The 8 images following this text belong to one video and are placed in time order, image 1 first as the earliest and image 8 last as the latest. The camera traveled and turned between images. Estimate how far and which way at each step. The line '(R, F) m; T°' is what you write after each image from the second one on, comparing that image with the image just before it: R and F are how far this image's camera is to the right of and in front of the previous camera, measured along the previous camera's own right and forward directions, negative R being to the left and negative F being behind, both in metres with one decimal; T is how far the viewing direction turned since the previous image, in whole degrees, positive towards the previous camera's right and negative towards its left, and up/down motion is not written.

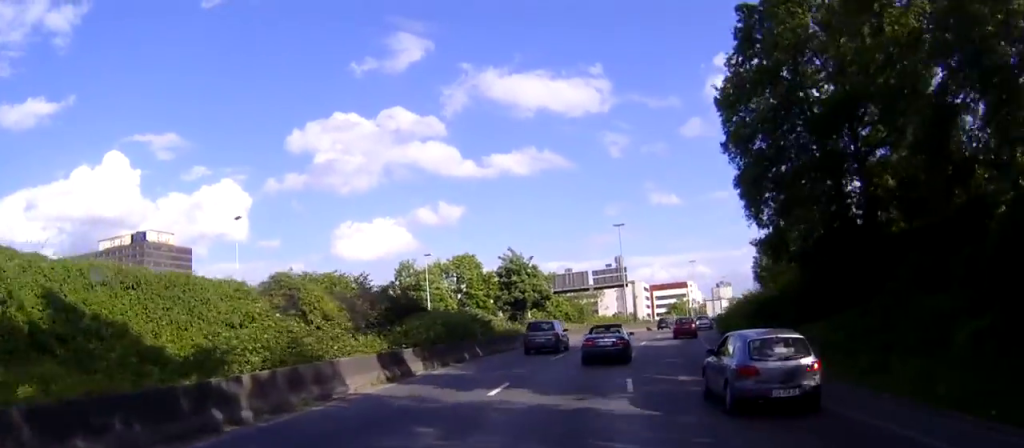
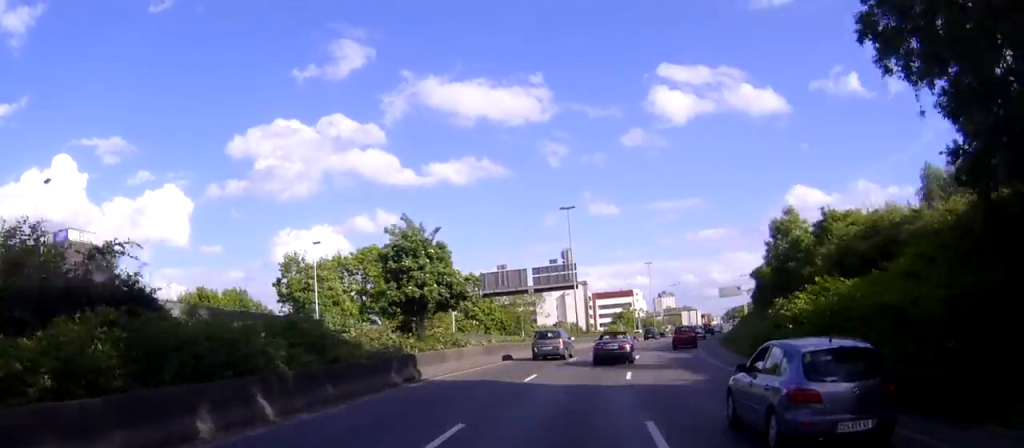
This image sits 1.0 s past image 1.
(+0.7, +20.2) m; +4°
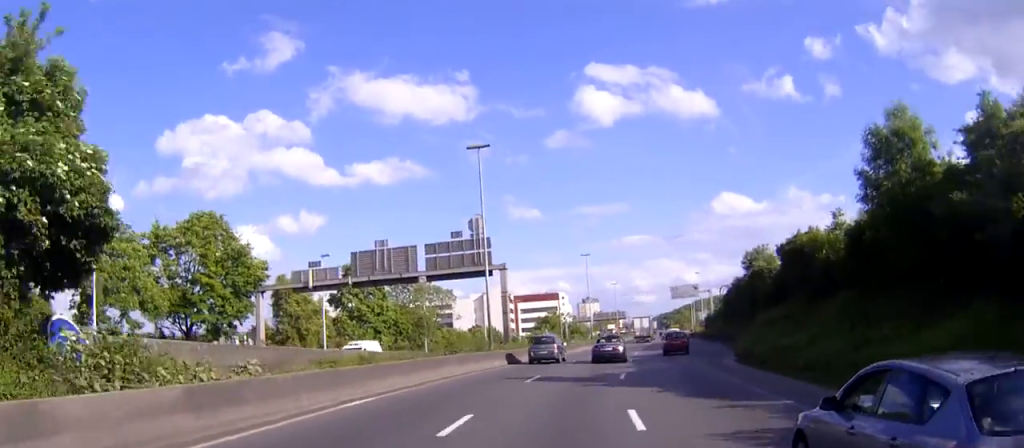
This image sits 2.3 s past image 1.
(+1.2, +24.0) m; +7°
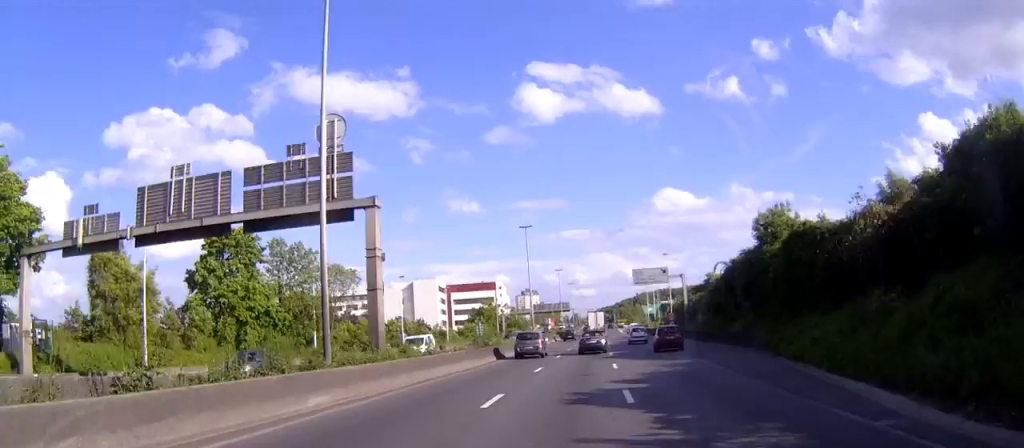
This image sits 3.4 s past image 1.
(+1.2, +22.5) m; +6°
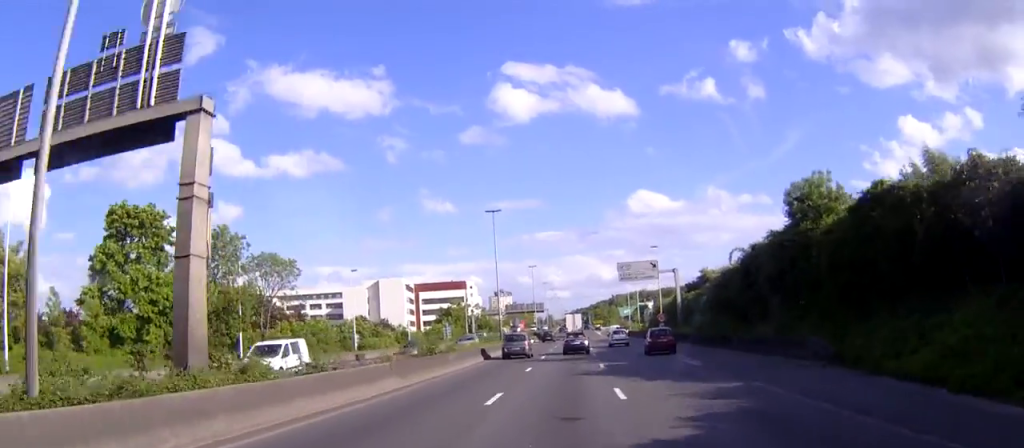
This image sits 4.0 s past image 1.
(+0.3, +12.1) m; +2°
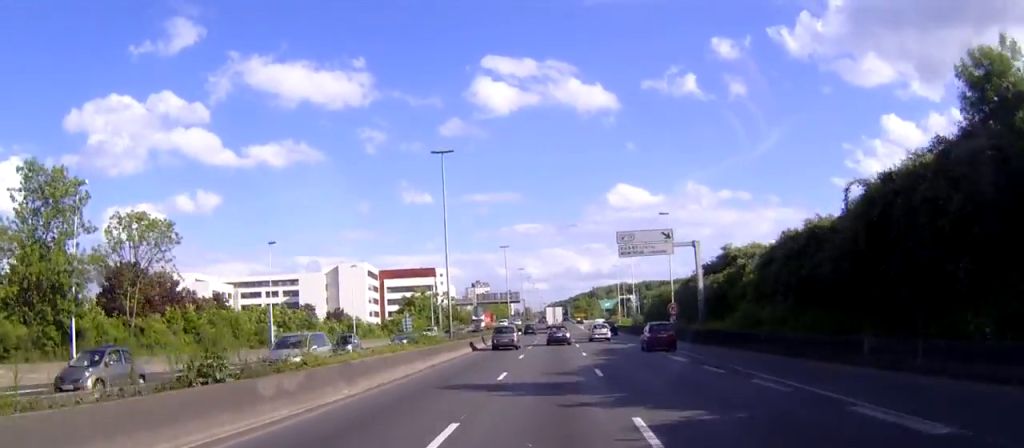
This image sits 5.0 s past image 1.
(+0.7, +21.1) m; +3°
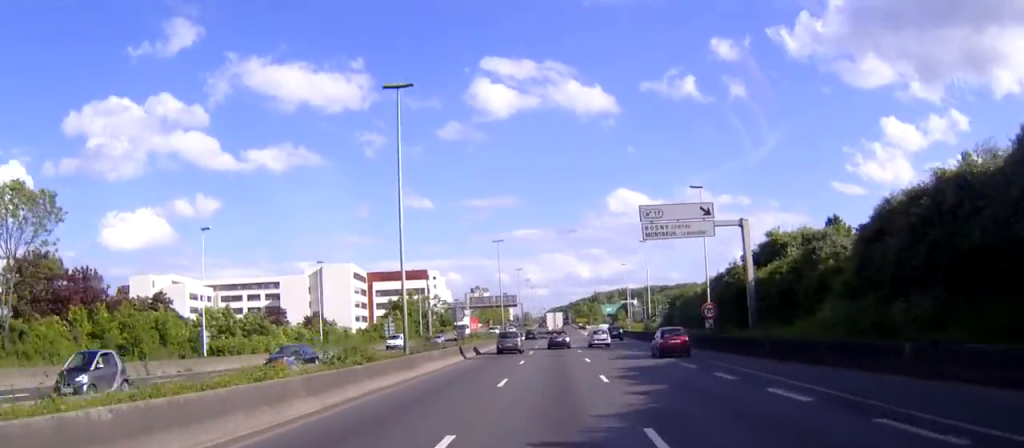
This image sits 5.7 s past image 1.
(+0.2, +14.4) m; +1°
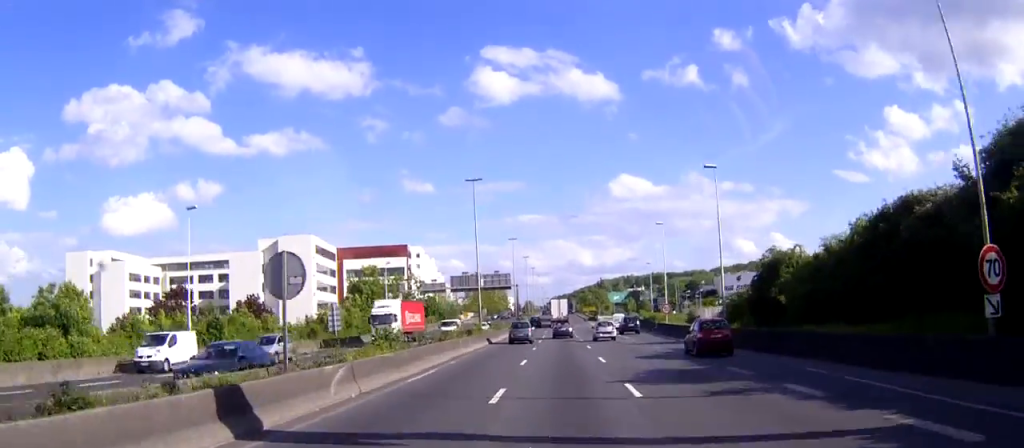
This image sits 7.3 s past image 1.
(-0.2, +32.6) m; -1°
